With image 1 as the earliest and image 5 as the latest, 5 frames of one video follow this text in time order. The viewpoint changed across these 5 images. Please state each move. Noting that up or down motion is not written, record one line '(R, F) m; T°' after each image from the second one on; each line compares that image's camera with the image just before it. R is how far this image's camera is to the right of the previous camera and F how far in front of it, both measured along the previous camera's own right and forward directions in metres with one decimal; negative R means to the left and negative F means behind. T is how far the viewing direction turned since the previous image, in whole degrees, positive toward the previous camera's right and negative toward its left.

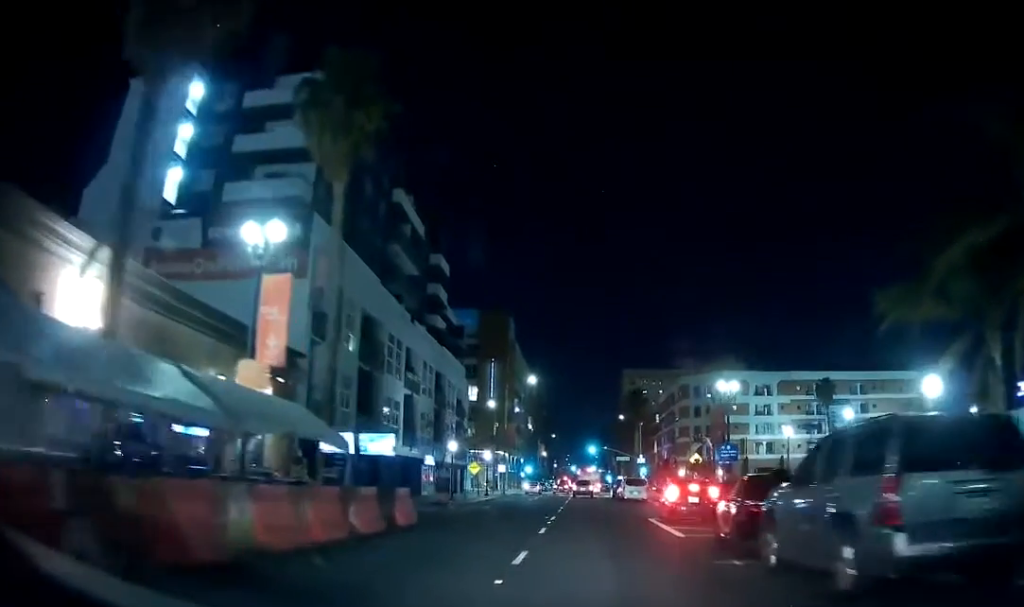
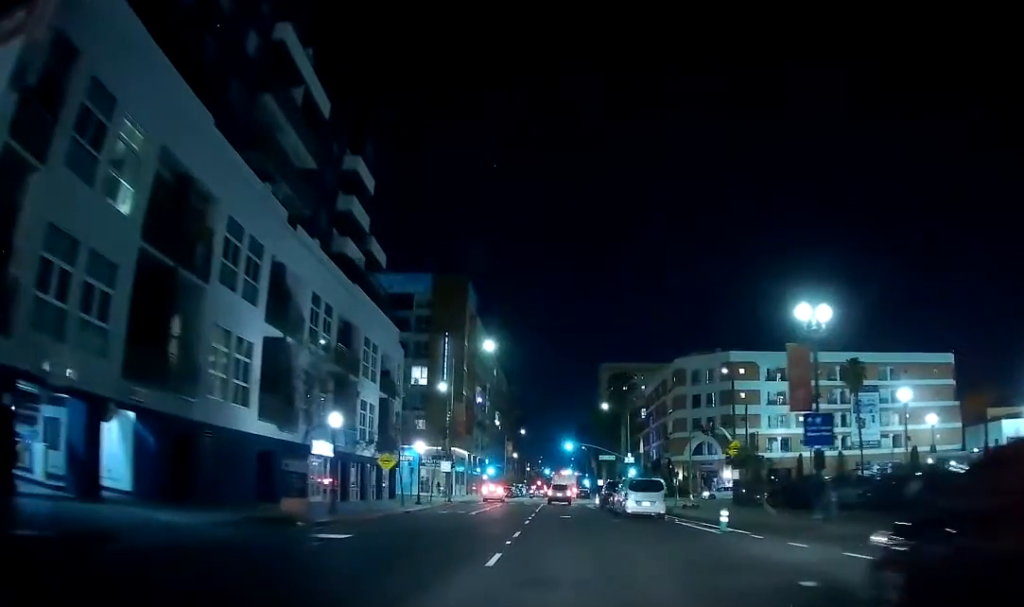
(+0.1, +21.7) m; +2°
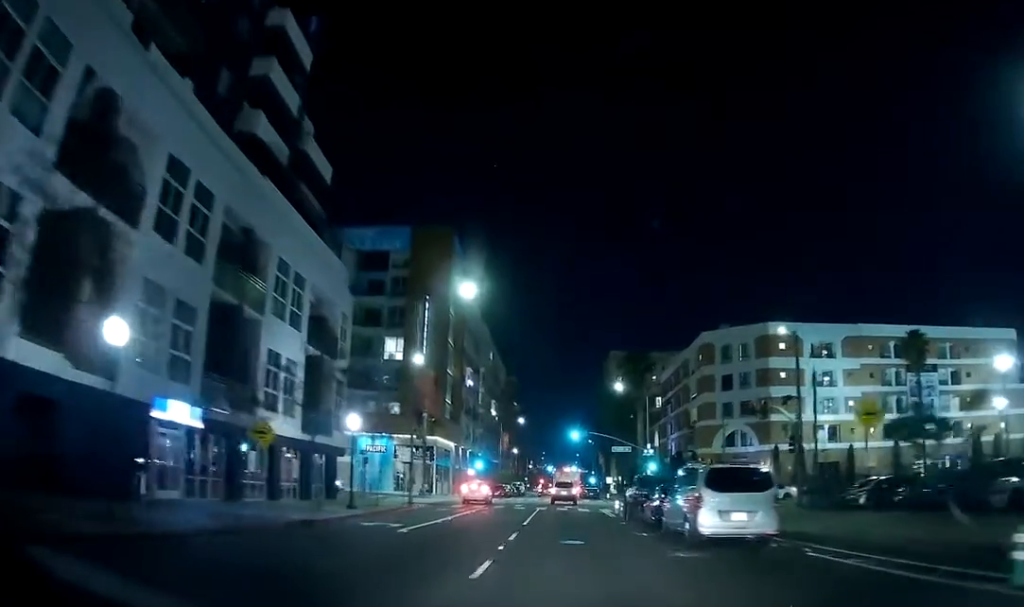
(+0.1, +16.2) m; 0°
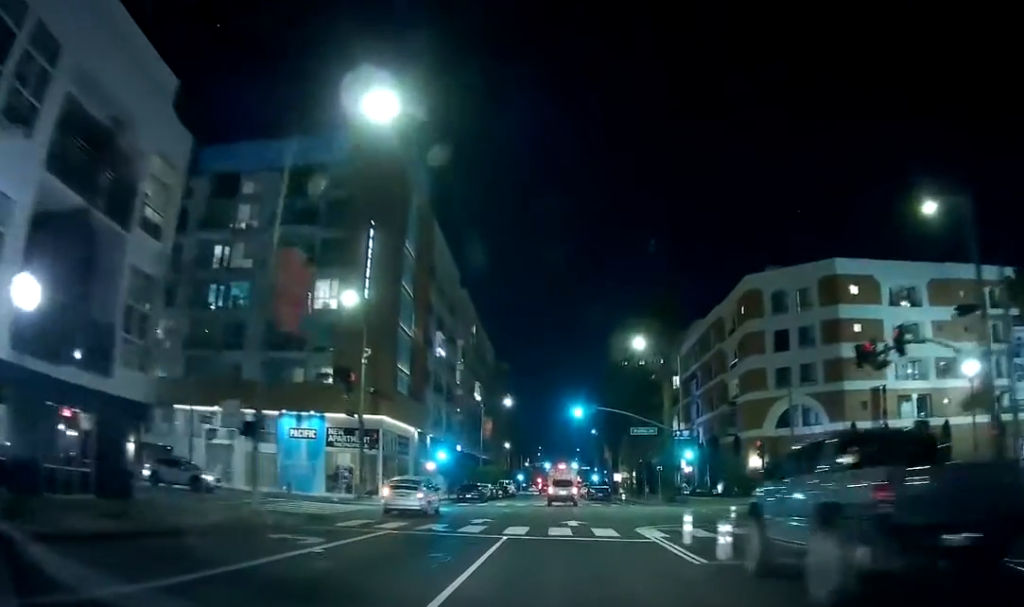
(-0.2, +21.8) m; -1°
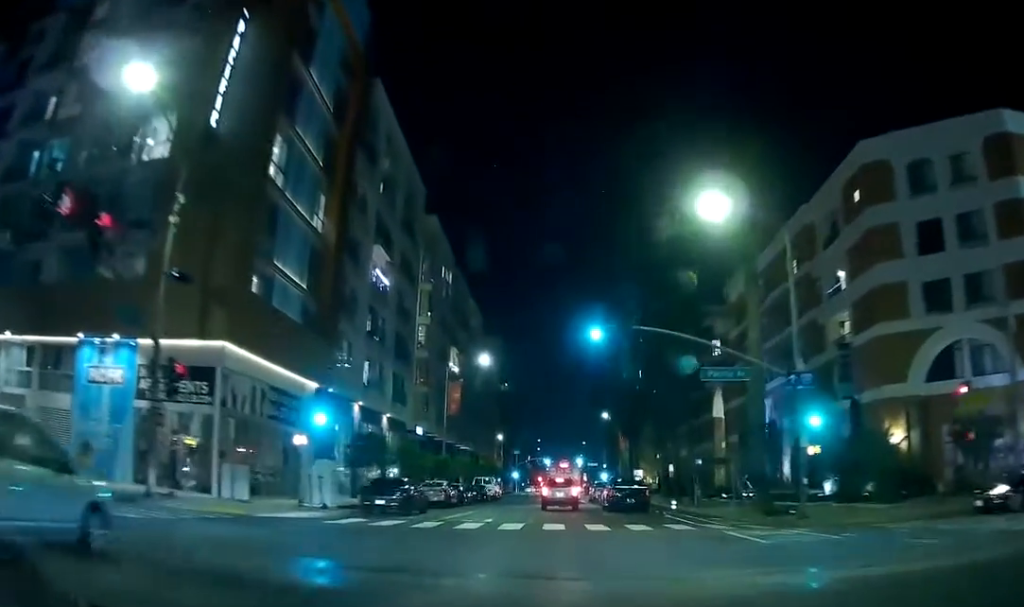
(-0.3, +27.0) m; 0°
